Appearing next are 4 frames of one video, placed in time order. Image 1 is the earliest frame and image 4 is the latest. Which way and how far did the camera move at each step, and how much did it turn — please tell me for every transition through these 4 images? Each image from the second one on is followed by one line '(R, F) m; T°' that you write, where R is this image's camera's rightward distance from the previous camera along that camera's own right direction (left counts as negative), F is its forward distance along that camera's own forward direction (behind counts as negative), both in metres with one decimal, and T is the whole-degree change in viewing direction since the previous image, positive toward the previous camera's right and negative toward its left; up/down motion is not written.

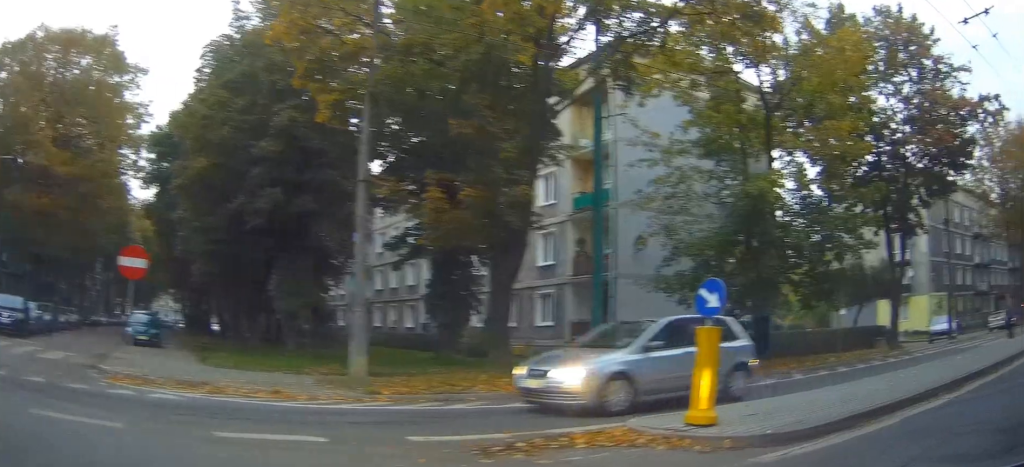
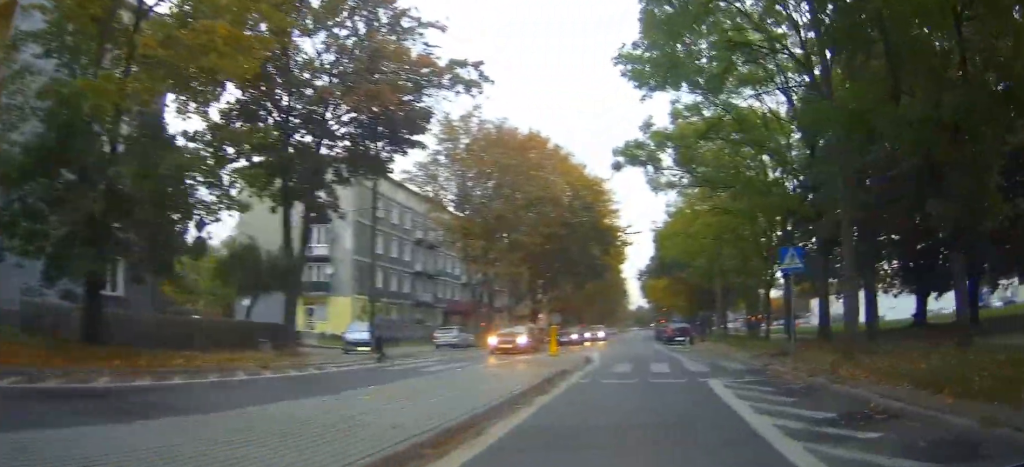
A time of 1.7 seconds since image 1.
(+0.5, +4.3) m; +28°
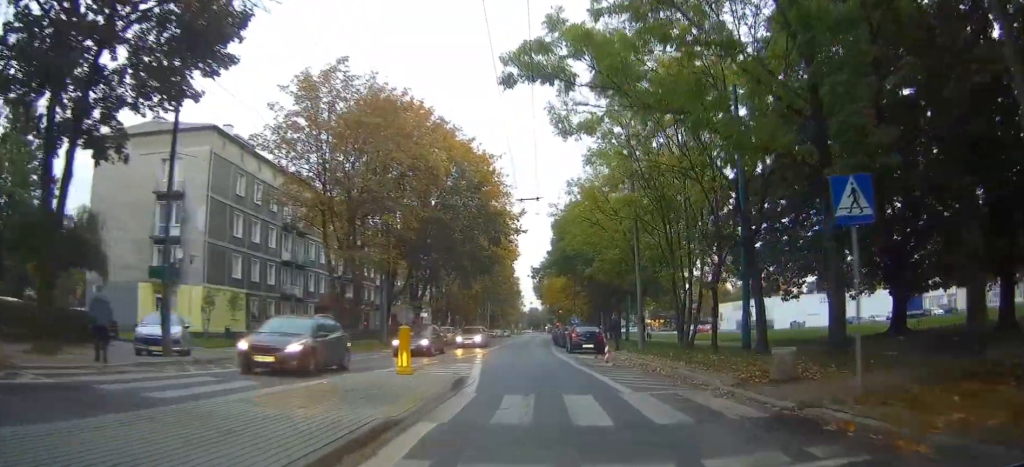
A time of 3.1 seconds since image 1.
(+1.6, +5.0) m; +24°
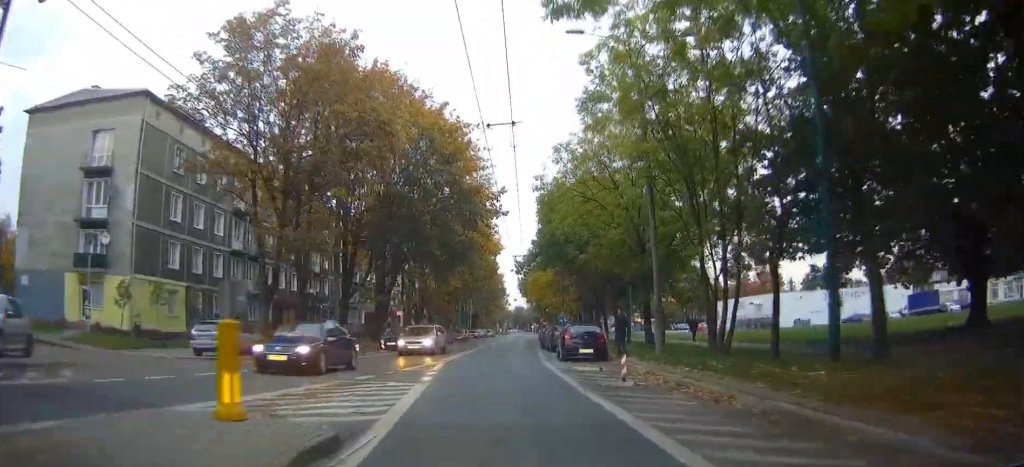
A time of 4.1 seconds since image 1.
(+0.4, +5.5) m; +2°
